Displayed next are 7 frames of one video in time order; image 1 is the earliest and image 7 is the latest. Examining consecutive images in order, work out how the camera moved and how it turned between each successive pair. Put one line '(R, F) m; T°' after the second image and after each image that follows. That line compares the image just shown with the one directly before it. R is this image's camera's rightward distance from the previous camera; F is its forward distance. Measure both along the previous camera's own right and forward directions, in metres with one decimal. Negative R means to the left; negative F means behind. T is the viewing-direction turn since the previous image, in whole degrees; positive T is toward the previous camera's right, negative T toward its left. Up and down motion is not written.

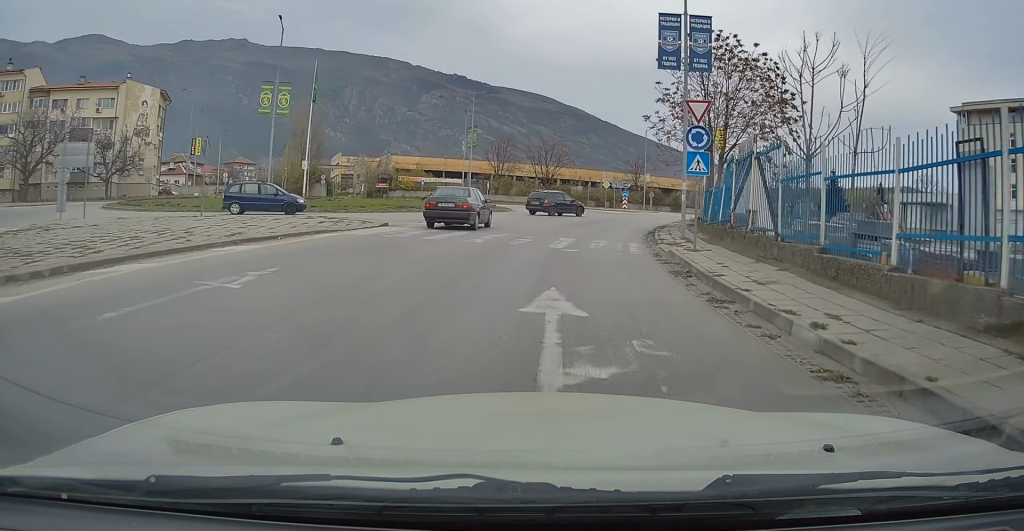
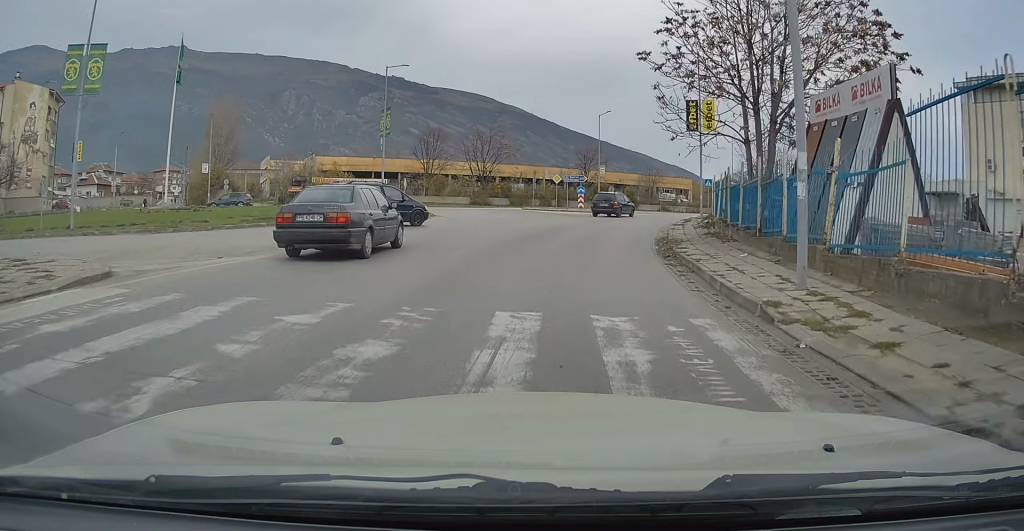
(+0.6, +12.8) m; +5°
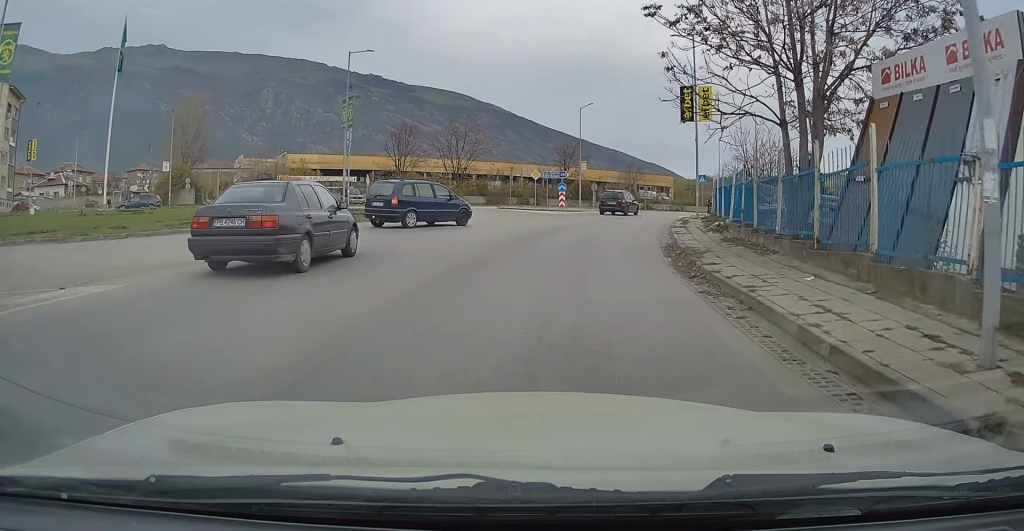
(+0.1, +4.2) m; +3°
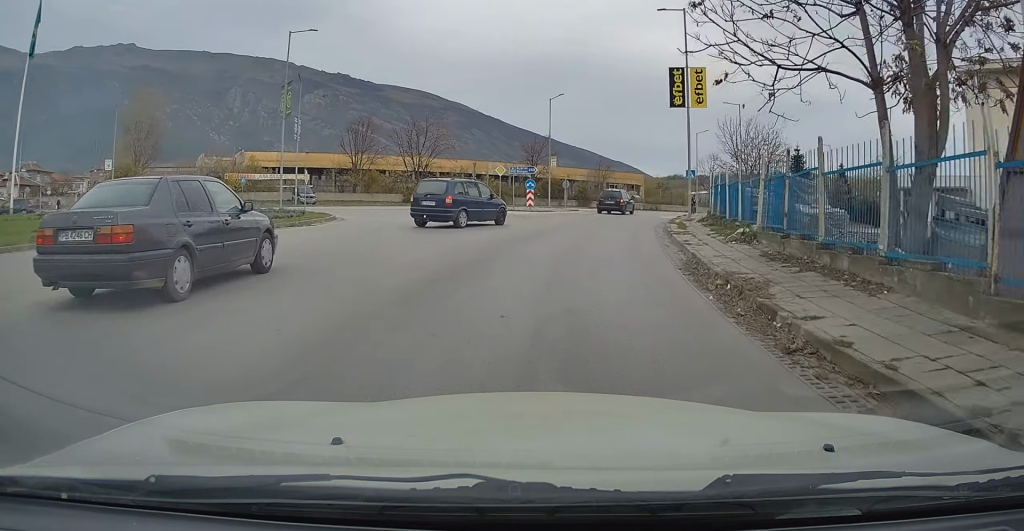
(+0.1, +5.1) m; +4°
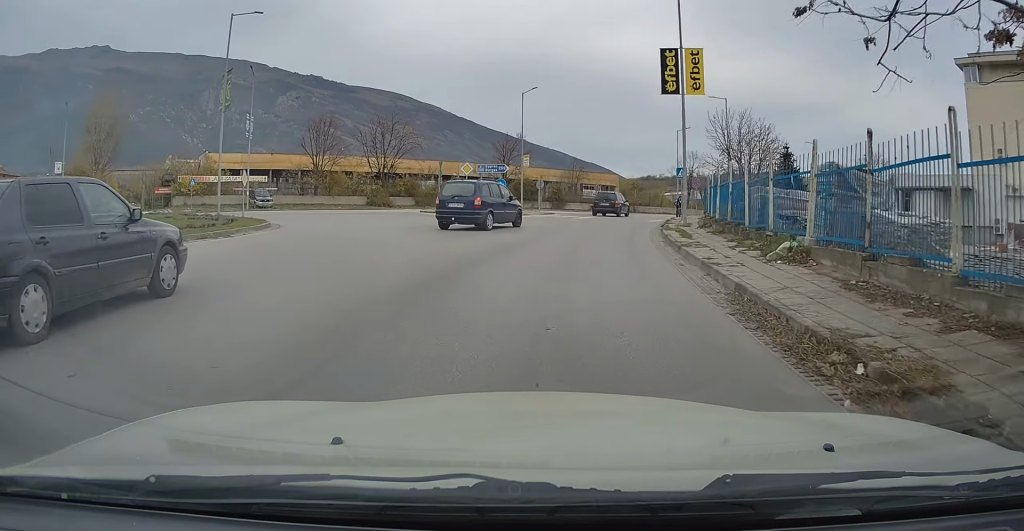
(+0.2, +4.3) m; +2°
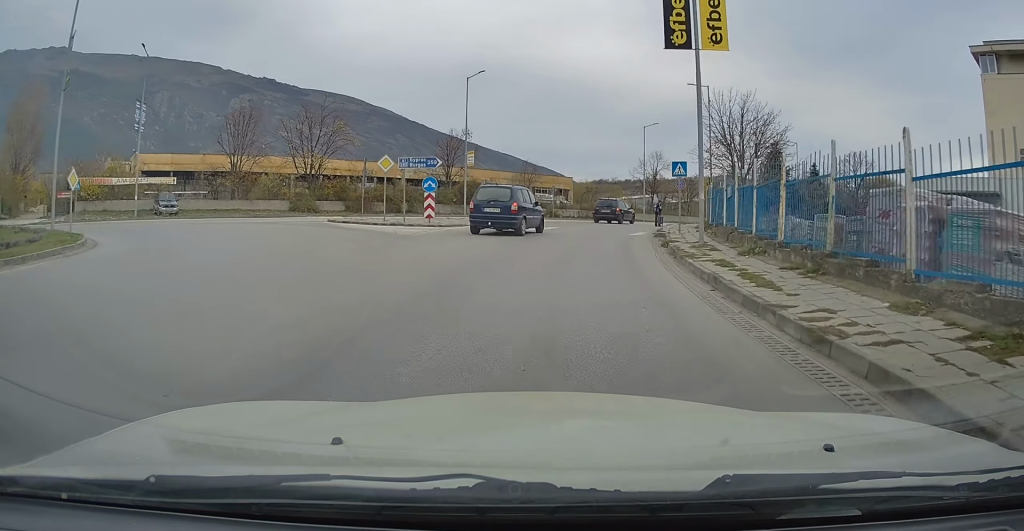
(+0.3, +8.9) m; +3°
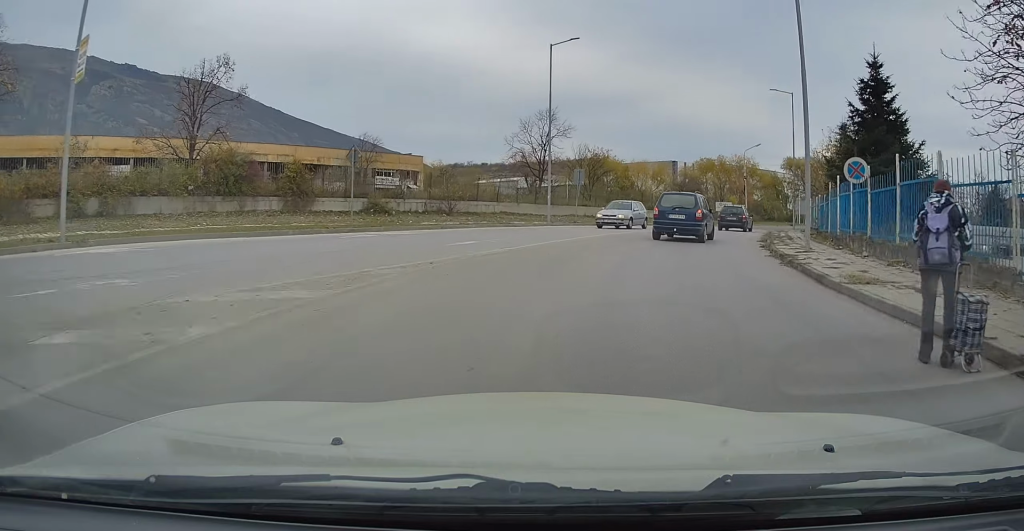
(+2.8, +32.6) m; +15°
